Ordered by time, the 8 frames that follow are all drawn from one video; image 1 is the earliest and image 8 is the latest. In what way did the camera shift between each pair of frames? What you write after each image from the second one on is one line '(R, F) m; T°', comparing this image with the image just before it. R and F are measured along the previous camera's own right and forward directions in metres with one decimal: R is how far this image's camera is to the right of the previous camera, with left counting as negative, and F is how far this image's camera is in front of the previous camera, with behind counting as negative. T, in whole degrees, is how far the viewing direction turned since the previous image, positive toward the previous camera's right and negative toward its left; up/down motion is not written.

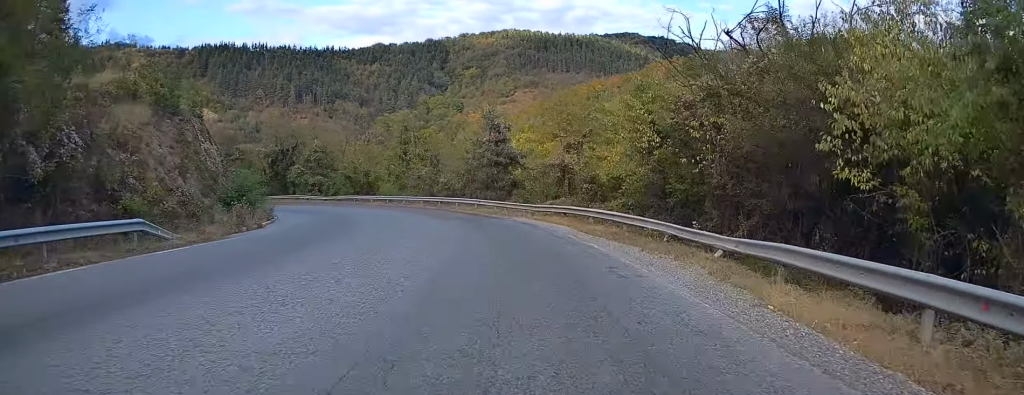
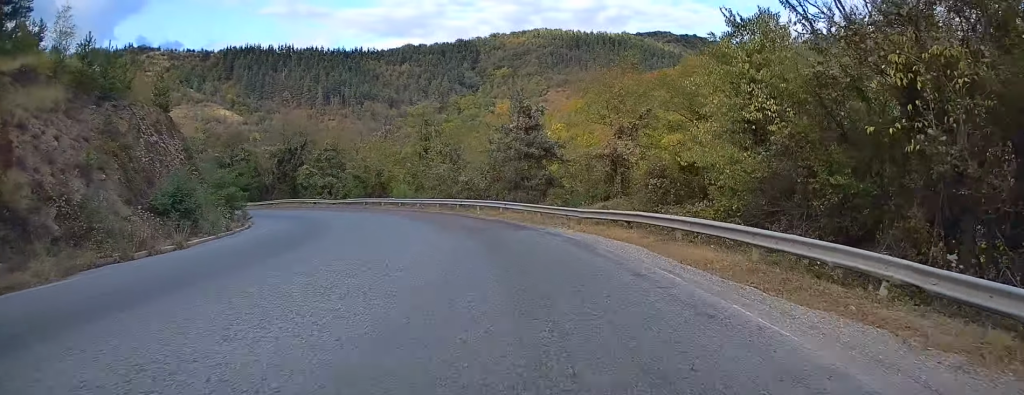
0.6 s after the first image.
(-0.1, +9.7) m; -2°
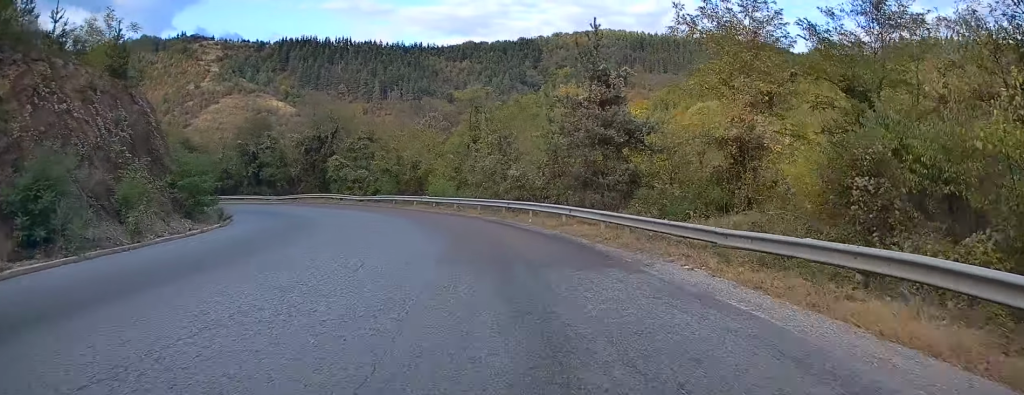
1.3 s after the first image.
(-0.2, +11.3) m; -4°
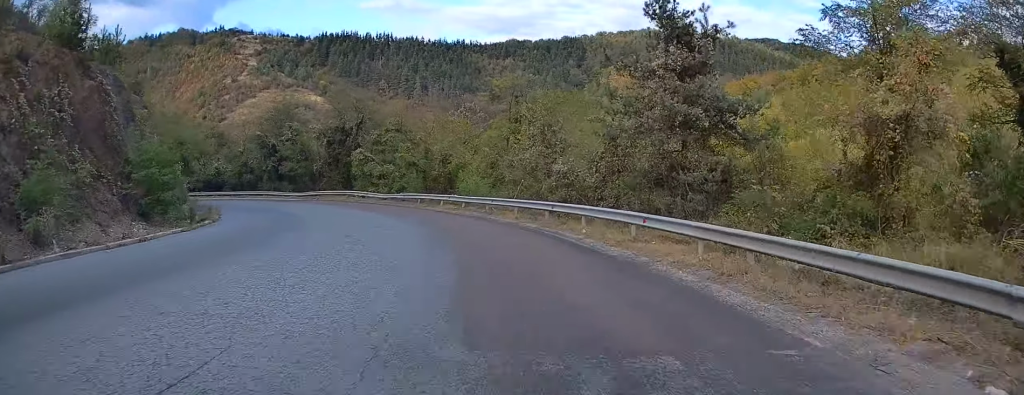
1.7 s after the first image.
(-0.3, +7.0) m; -3°
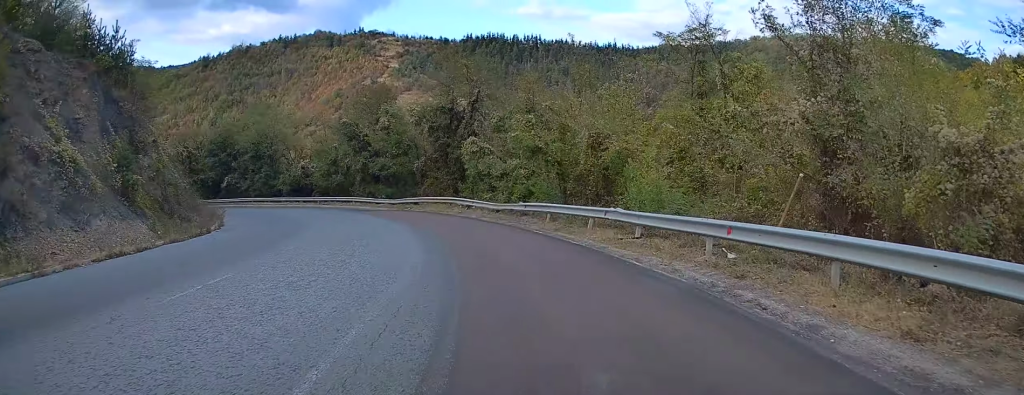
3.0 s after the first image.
(-1.5, +19.7) m; -11°
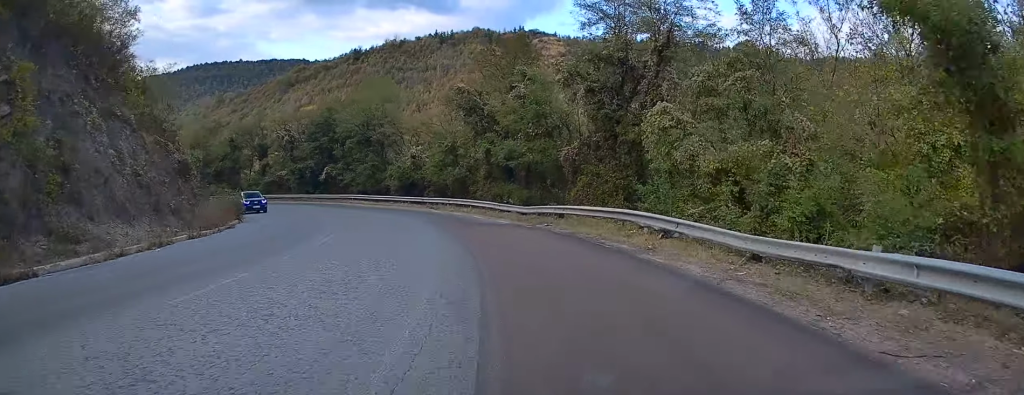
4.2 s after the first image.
(-2.2, +19.0) m; -14°
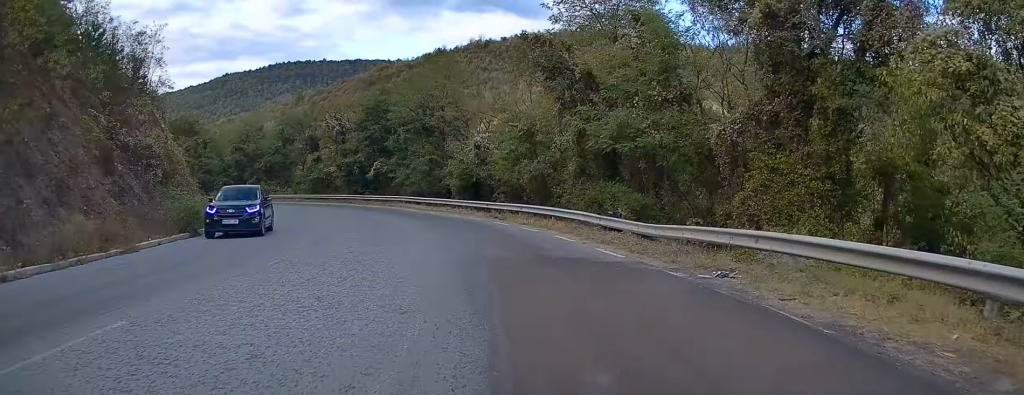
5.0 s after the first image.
(-1.2, +13.2) m; -9°
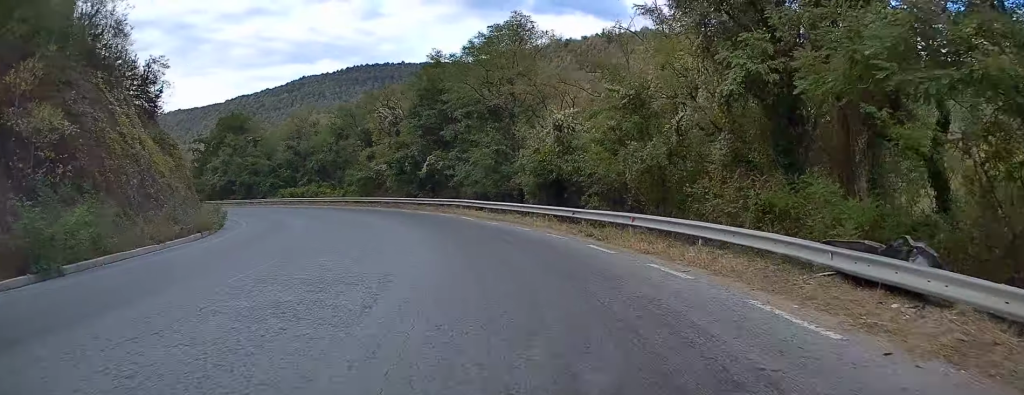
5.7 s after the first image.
(-0.8, +11.7) m; -7°
